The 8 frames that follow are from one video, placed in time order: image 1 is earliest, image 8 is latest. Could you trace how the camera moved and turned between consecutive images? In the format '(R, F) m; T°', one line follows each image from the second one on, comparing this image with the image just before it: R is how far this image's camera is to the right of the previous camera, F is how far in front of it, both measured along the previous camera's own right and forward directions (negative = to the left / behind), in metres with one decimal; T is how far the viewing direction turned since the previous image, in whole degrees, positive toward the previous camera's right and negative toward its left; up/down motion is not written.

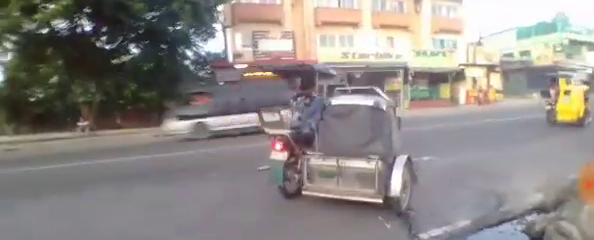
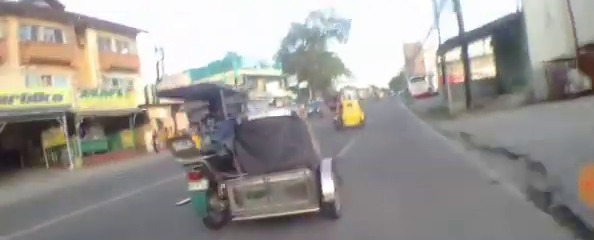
(+1.5, +4.3) m; +42°
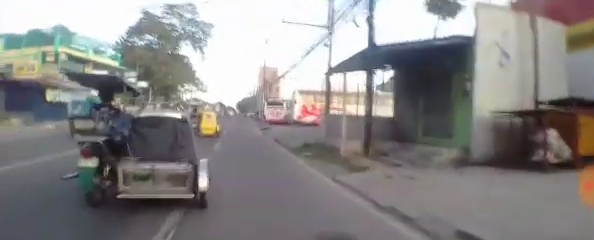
(+1.6, +7.3) m; +16°
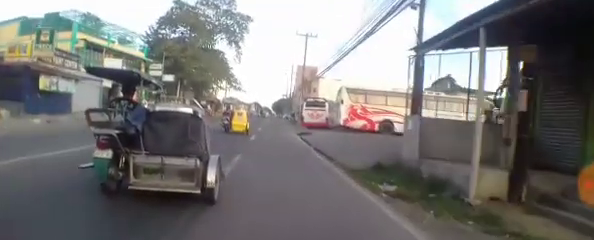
(+0.3, +6.9) m; +5°
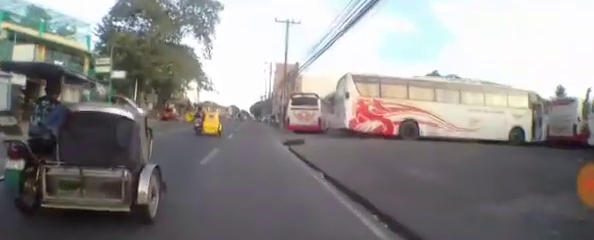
(+0.3, +9.1) m; +3°
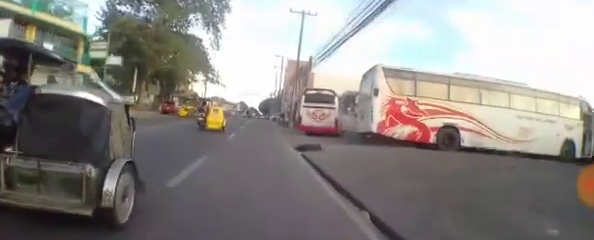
(0.0, +3.8) m; -1°
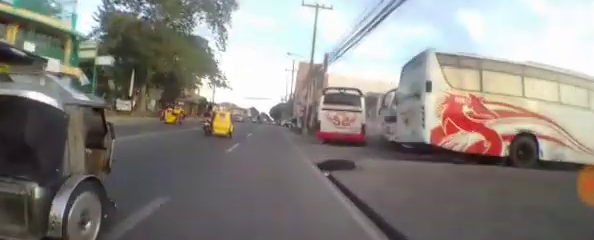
(0.0, +3.9) m; -1°
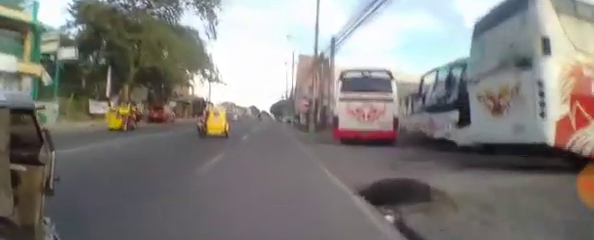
(-0.2, +5.5) m; -4°
